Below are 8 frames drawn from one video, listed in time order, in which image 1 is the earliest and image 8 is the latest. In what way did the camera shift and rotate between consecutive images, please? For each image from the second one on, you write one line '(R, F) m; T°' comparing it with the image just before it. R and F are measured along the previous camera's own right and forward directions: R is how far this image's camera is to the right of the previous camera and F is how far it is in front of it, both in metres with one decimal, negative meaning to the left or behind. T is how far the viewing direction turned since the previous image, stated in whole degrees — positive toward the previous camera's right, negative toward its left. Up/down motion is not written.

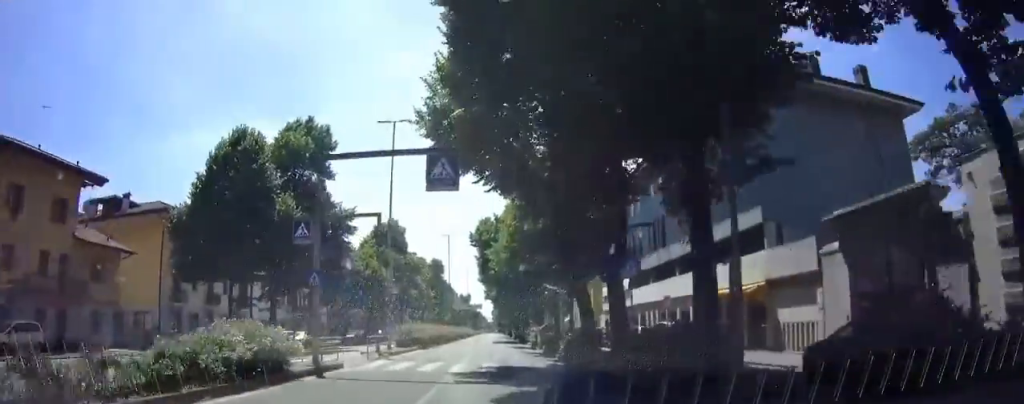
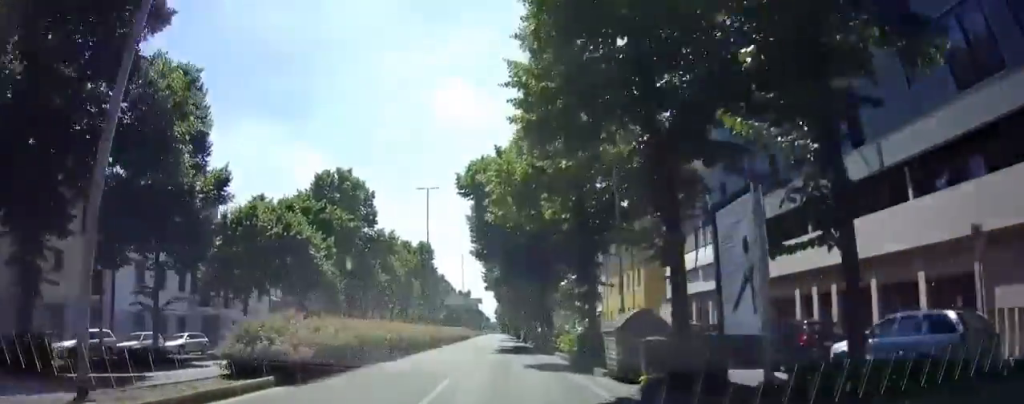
(+0.1, +21.5) m; 0°
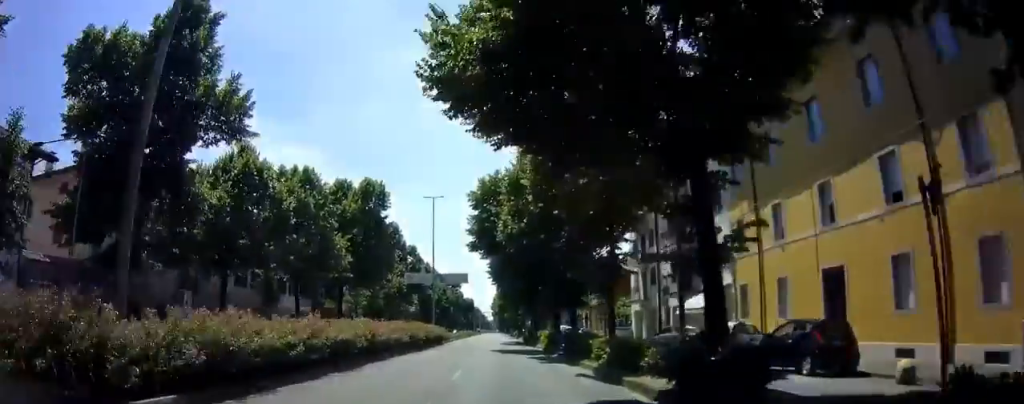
(0.0, +34.4) m; 0°
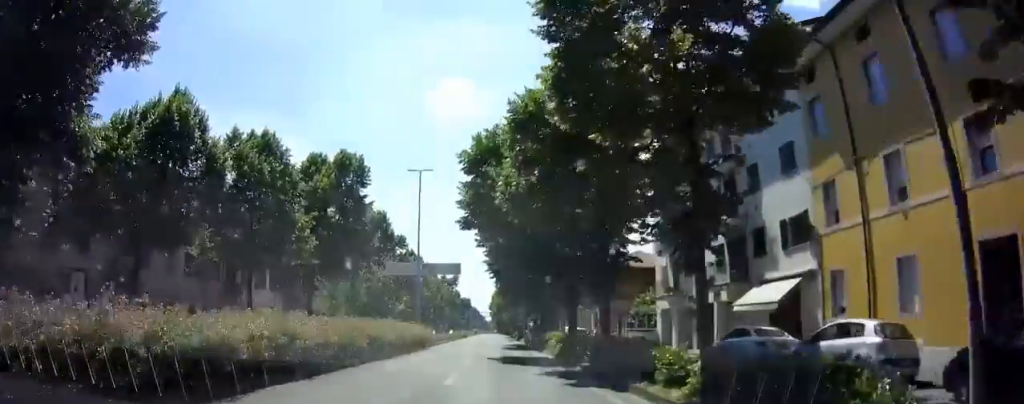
(0.0, +8.2) m; 0°
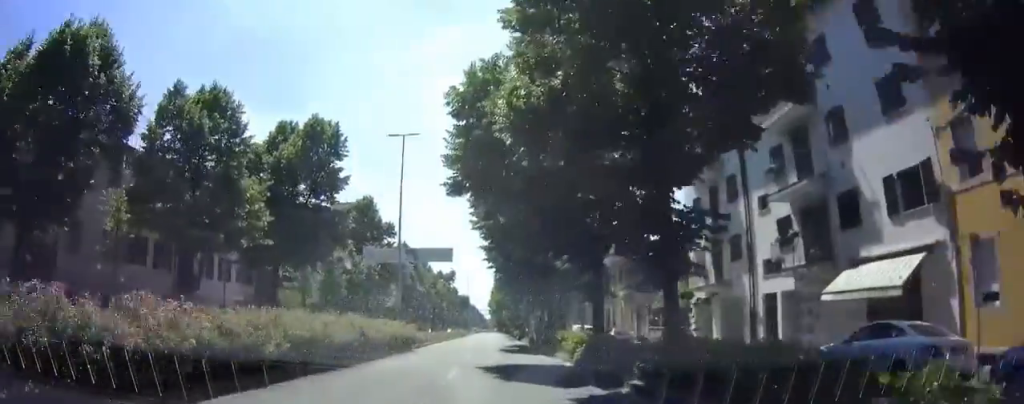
(0.0, +6.5) m; 0°
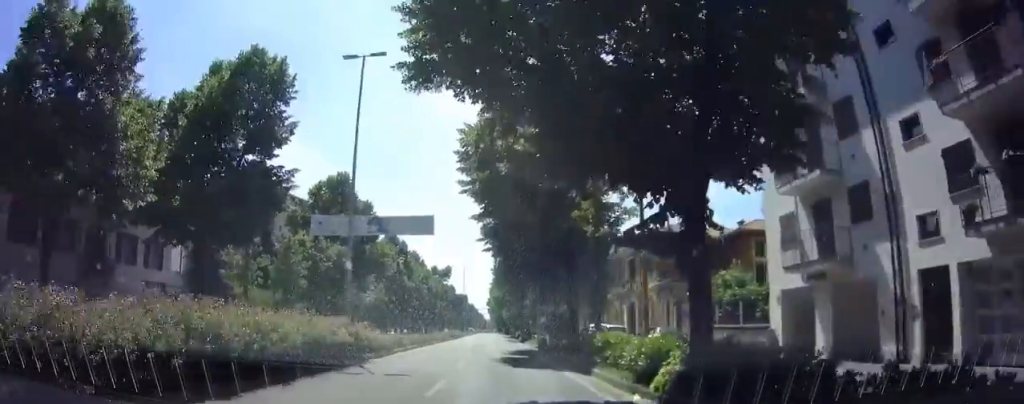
(0.0, +9.9) m; 0°
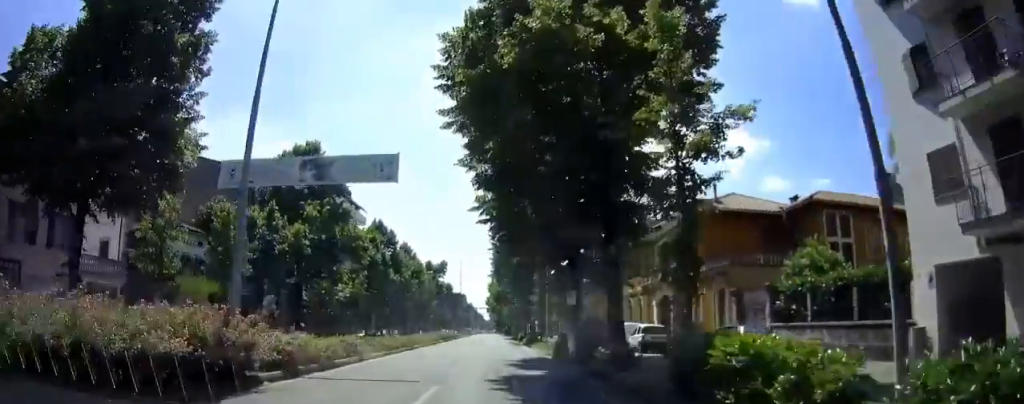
(0.0, +9.0) m; 0°
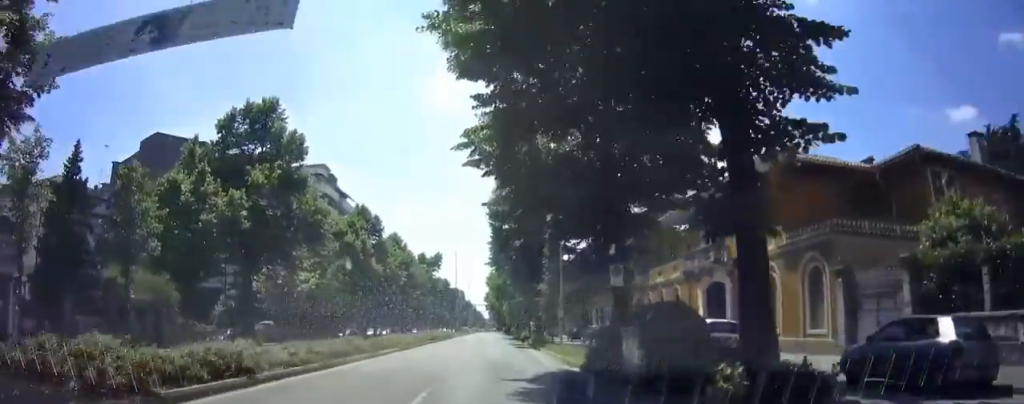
(0.0, +9.4) m; 0°
